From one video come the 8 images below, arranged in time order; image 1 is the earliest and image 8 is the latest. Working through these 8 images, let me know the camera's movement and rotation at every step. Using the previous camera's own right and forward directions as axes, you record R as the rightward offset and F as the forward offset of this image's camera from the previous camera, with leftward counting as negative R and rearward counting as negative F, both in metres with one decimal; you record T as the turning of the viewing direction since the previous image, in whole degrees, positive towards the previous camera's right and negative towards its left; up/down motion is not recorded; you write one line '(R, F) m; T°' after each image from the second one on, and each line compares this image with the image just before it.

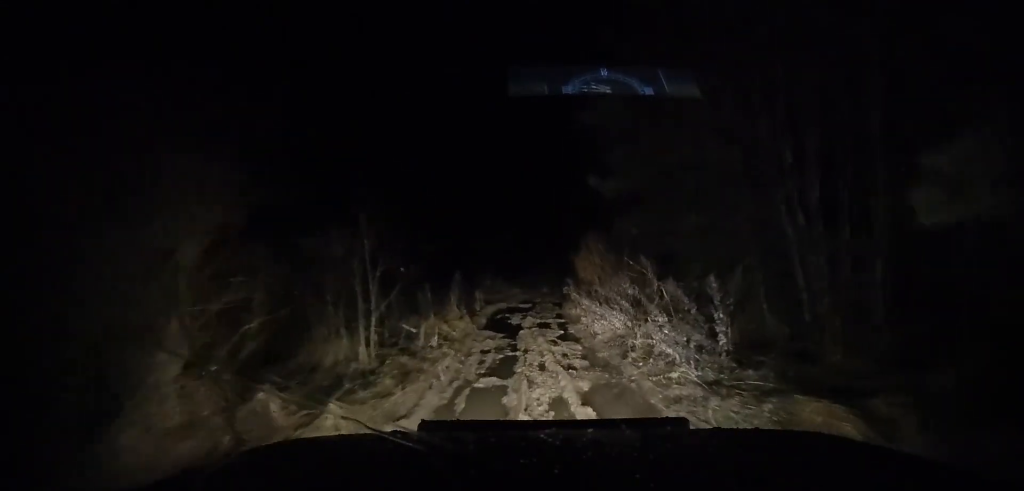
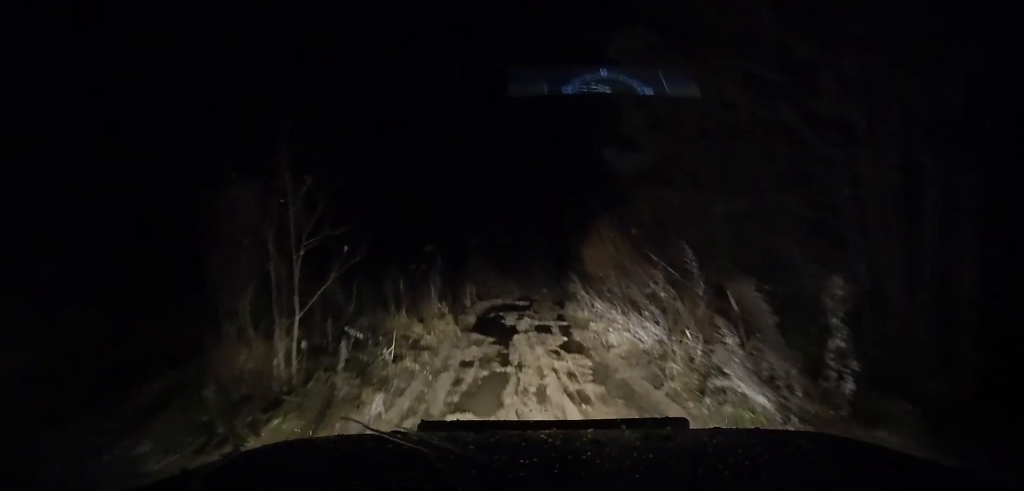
(0.0, +2.6) m; 0°
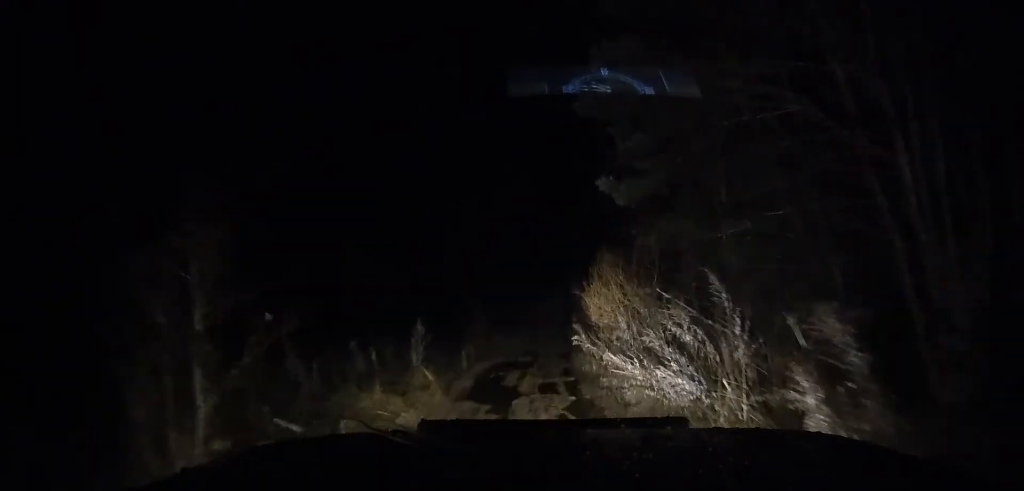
(0.0, +1.4) m; 0°
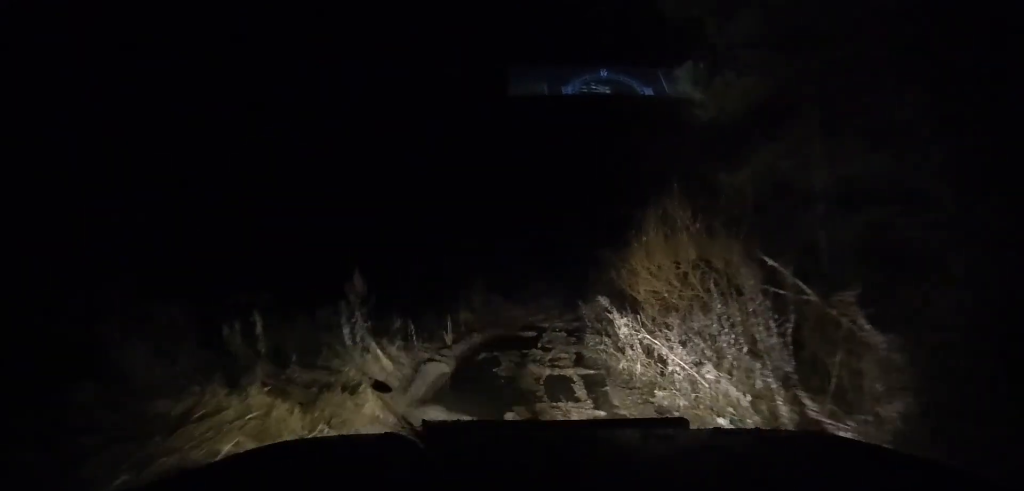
(0.0, +3.7) m; 0°
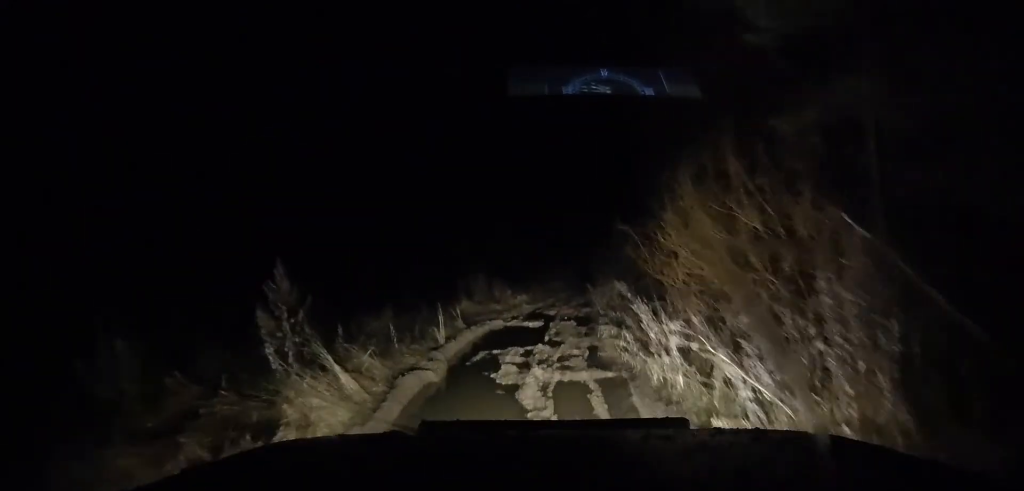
(0.0, +1.9) m; 0°
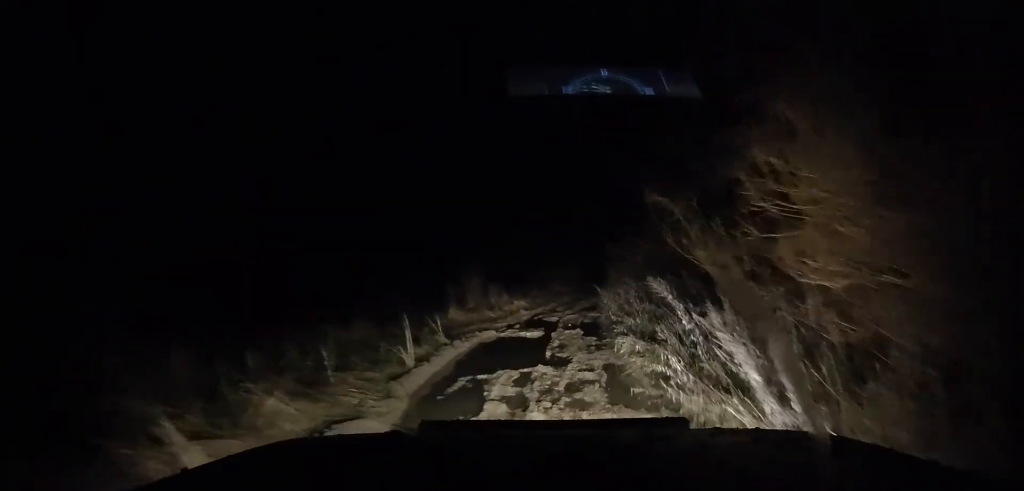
(0.0, +3.0) m; 0°
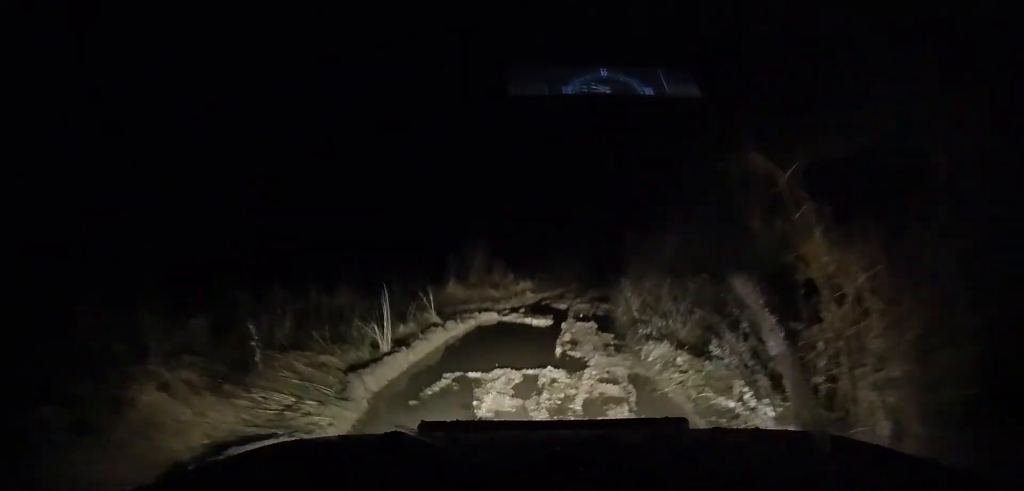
(0.0, +1.9) m; 0°
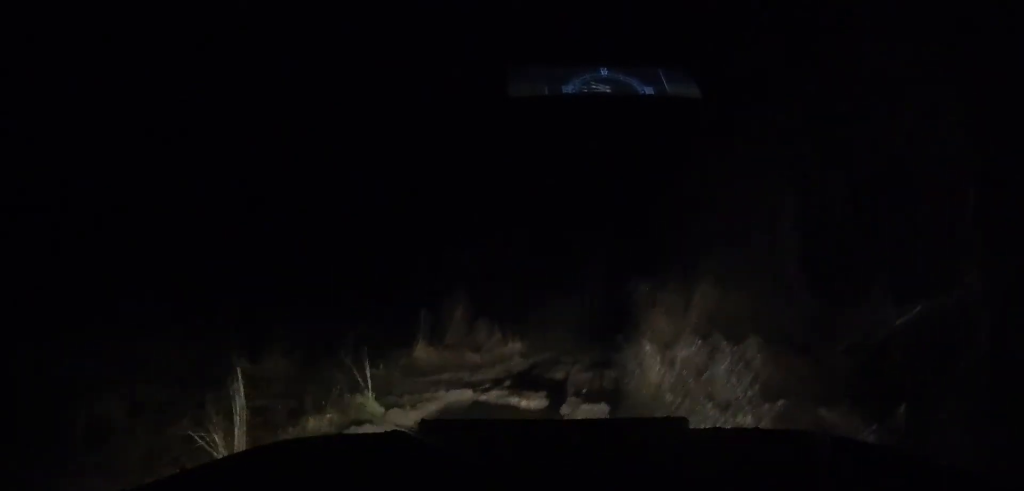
(0.0, +4.1) m; 0°
